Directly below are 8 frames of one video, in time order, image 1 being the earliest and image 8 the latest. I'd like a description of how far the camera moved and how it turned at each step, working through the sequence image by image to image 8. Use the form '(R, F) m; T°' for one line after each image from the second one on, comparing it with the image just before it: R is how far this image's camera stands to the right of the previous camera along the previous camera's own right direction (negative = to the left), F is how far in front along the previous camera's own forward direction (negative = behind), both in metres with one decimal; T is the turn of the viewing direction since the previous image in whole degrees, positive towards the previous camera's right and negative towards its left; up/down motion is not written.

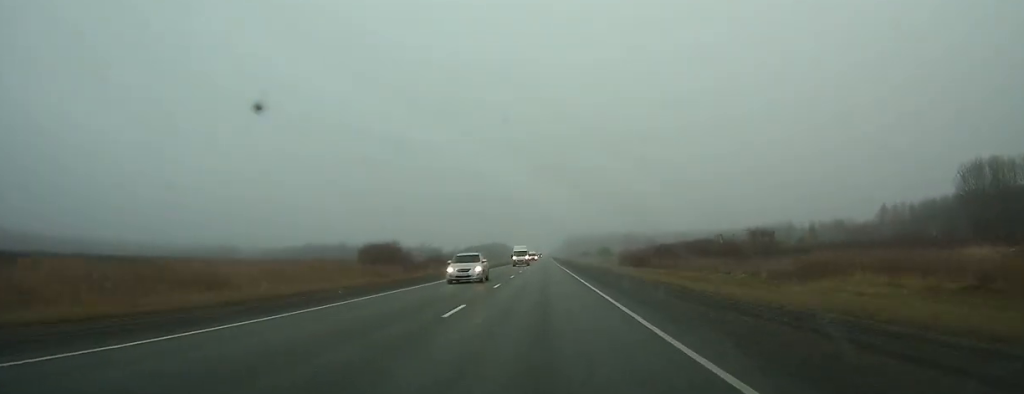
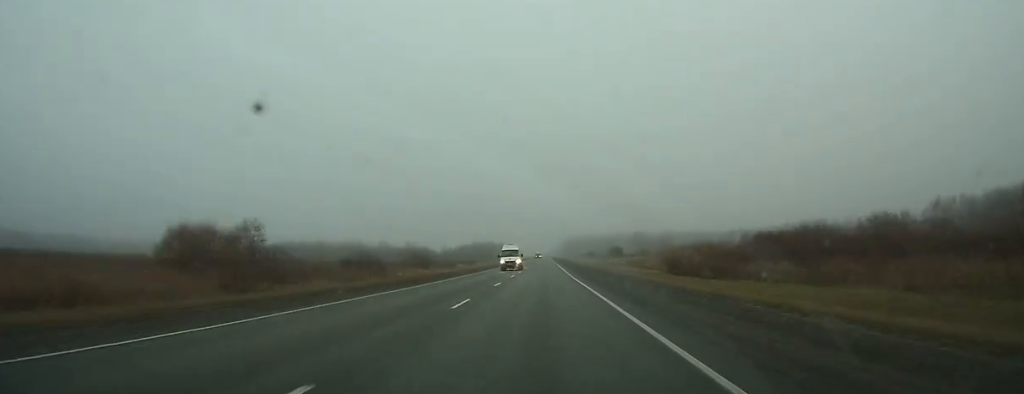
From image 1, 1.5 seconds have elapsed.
(0.0, +45.9) m; 0°
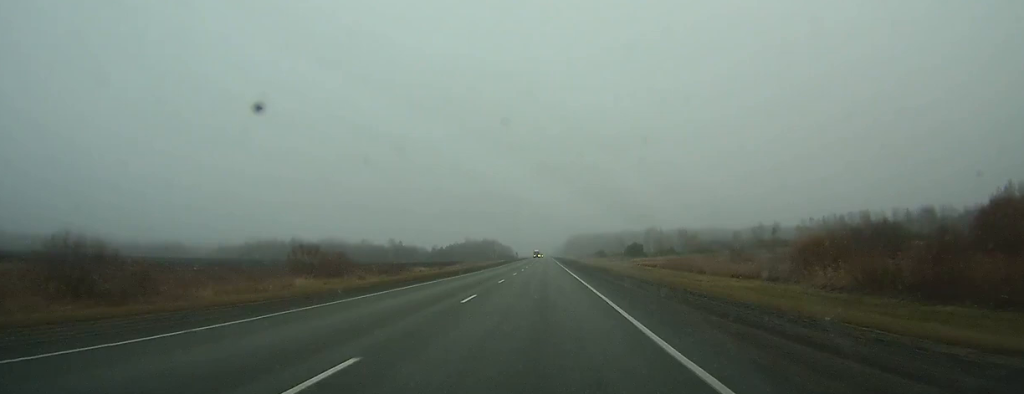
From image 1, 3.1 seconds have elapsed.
(+0.1, +46.0) m; 0°
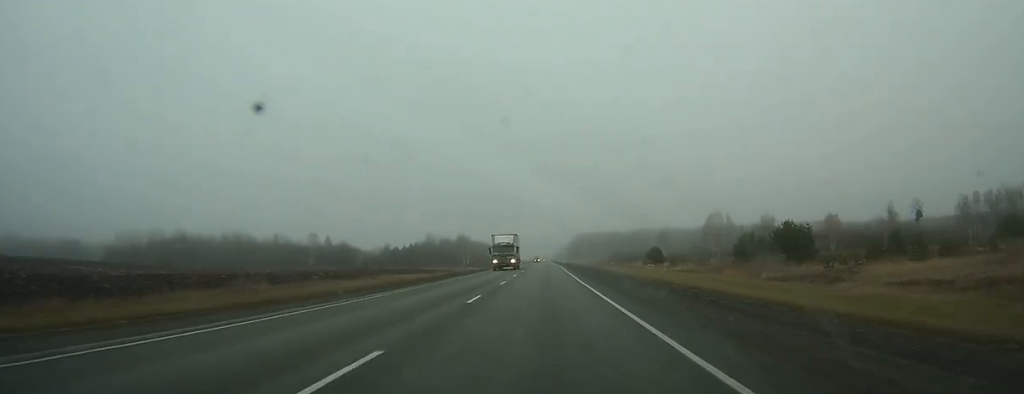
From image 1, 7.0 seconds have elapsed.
(+0.5, +118.8) m; 0°
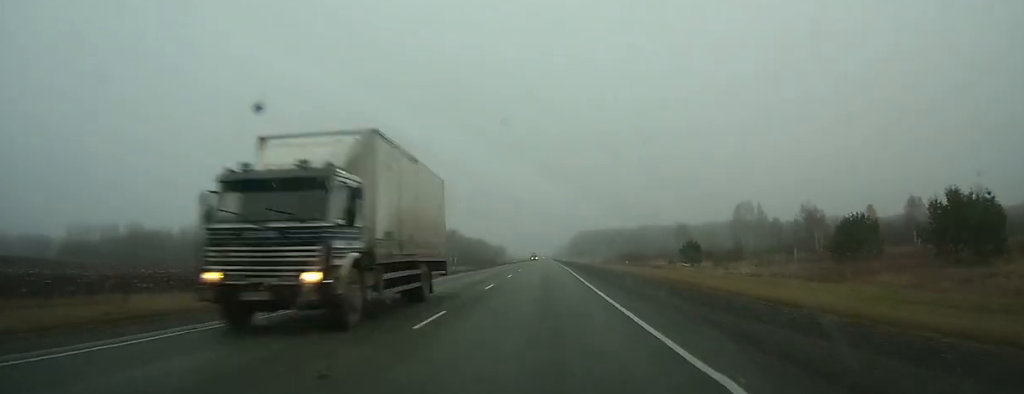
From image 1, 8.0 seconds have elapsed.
(0.0, +30.3) m; 0°
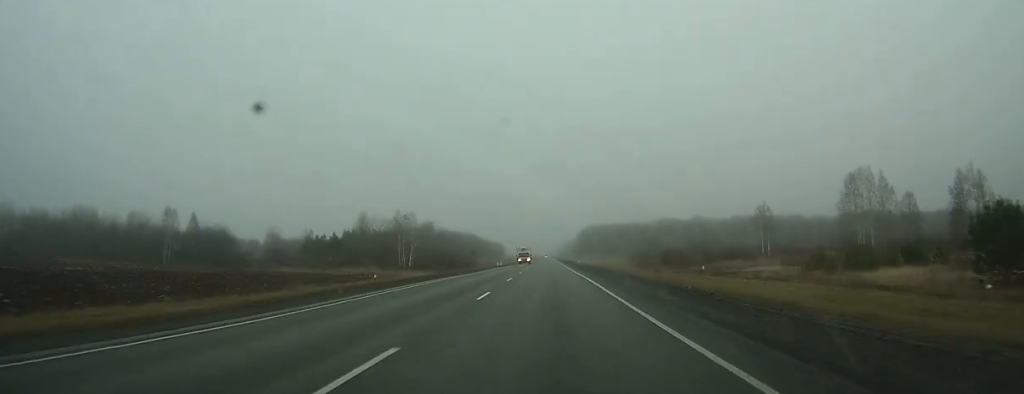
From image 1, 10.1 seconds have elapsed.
(-0.2, +64.9) m; 0°
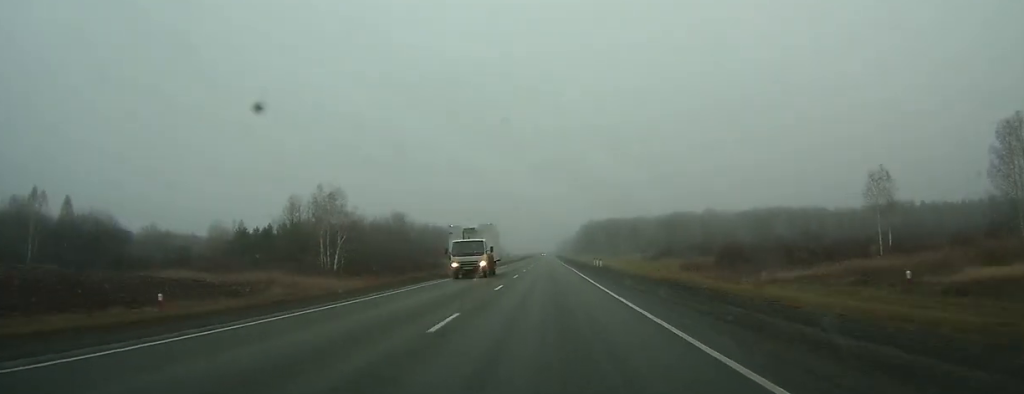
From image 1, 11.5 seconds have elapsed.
(-0.1, +42.7) m; 0°
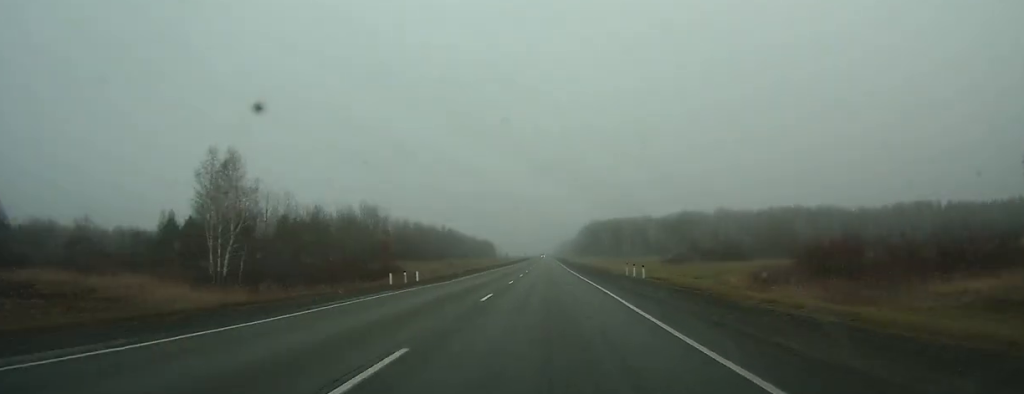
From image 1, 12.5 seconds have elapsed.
(0.0, +28.4) m; 0°
